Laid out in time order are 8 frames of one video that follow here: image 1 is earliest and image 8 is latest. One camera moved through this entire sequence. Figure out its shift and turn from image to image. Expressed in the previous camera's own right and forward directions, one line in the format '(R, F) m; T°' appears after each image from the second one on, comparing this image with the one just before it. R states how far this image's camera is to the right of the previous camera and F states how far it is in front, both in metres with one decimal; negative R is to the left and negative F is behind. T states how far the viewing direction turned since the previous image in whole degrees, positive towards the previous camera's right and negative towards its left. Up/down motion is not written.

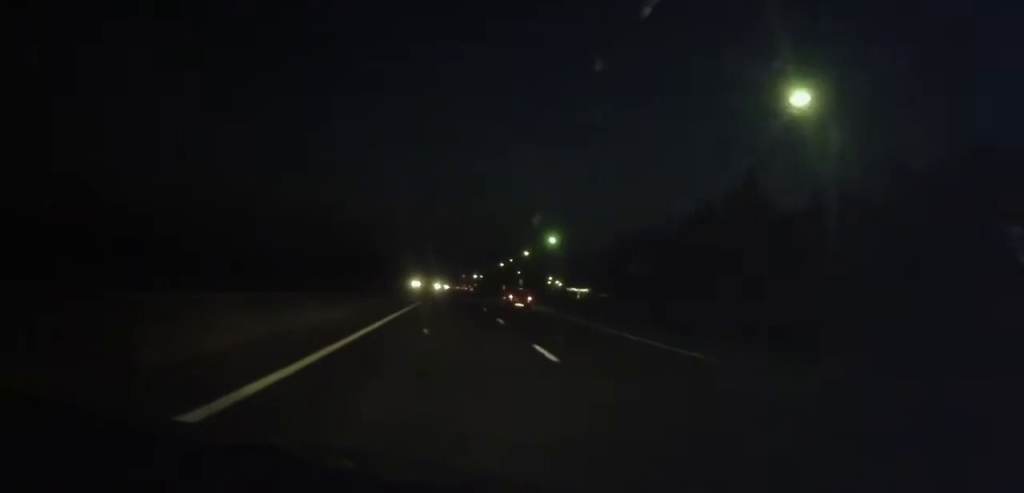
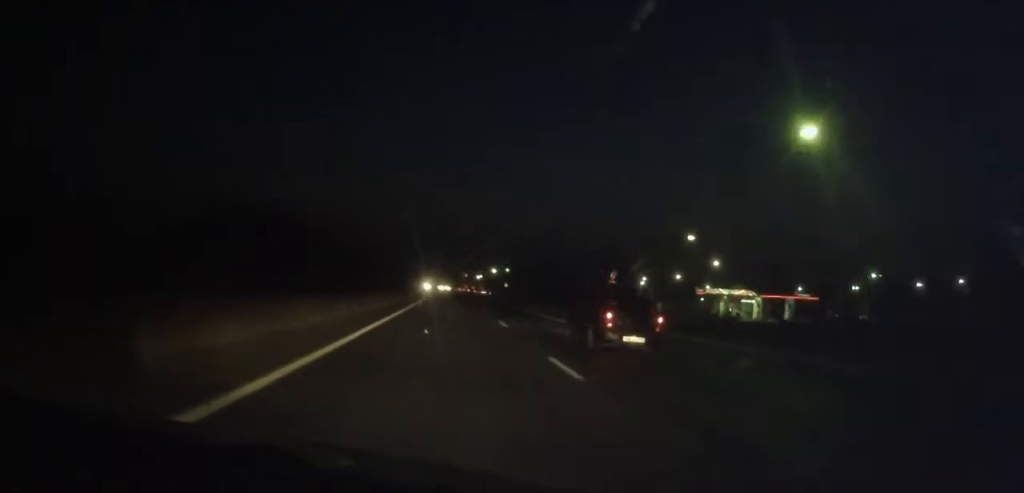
(+0.1, +171.3) m; 0°
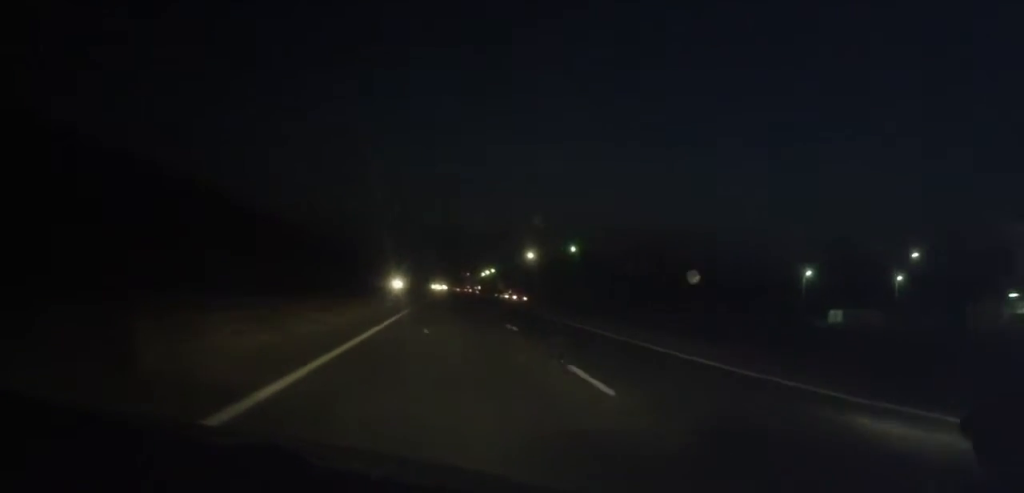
(-0.1, +96.9) m; 0°
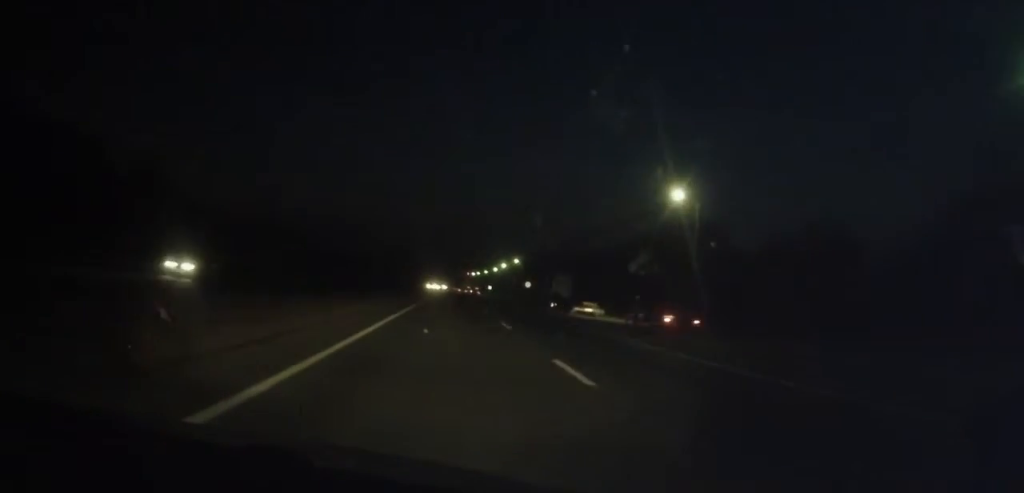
(0.0, +70.7) m; 0°
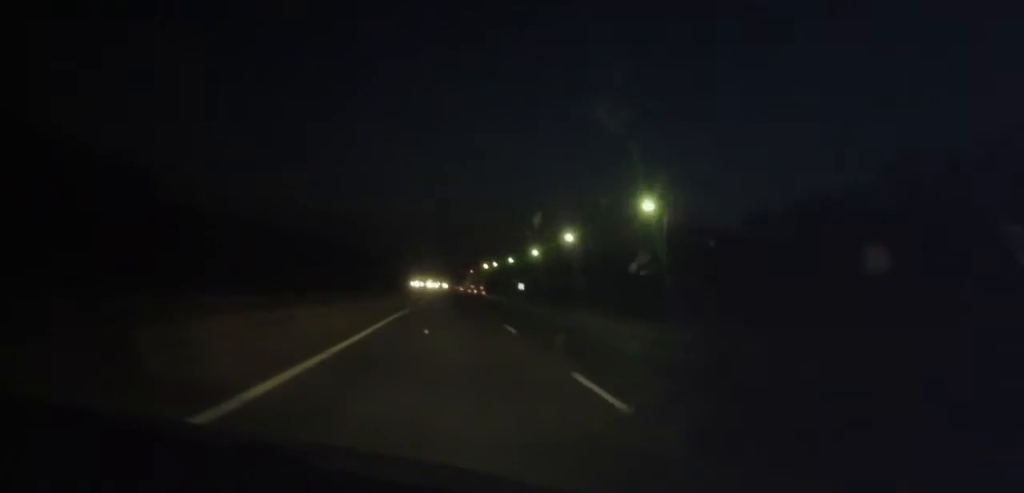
(0.0, +85.7) m; 0°
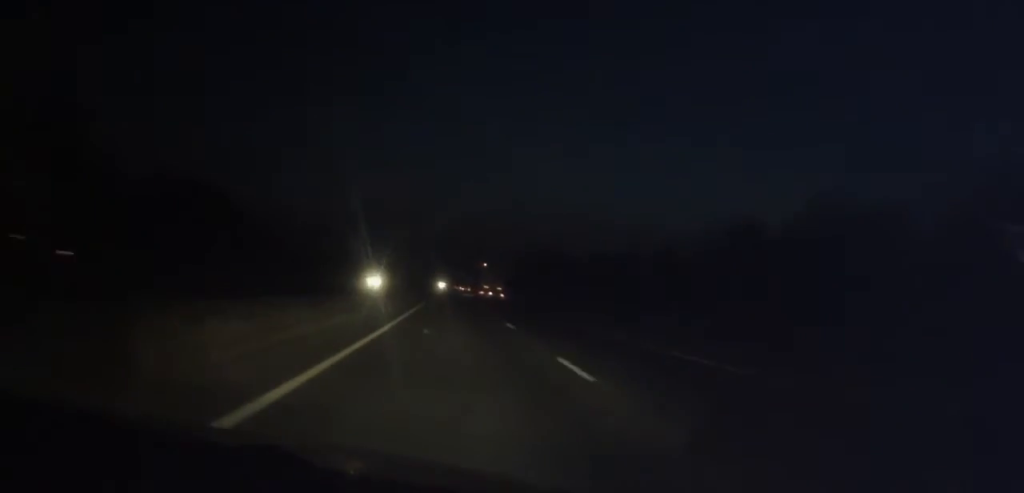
(+0.2, +190.1) m; 0°
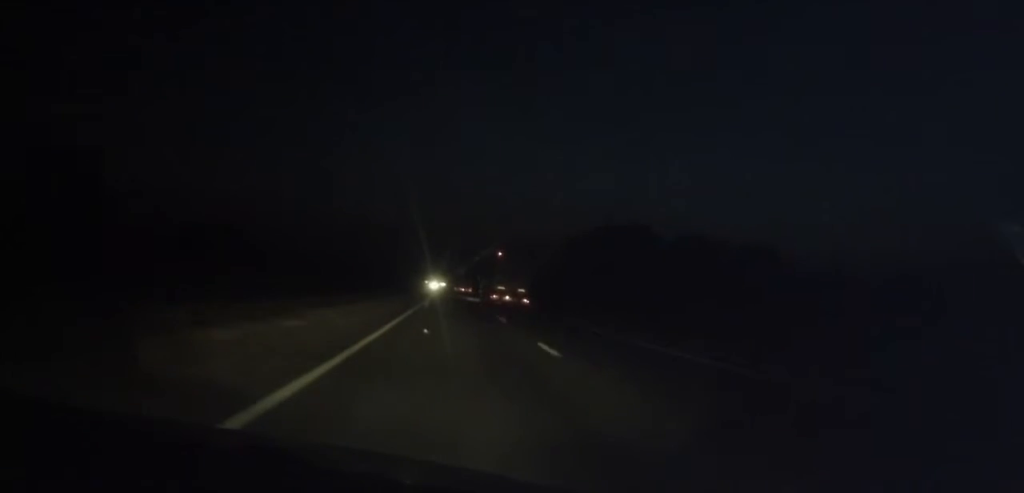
(-0.4, +124.5) m; 0°
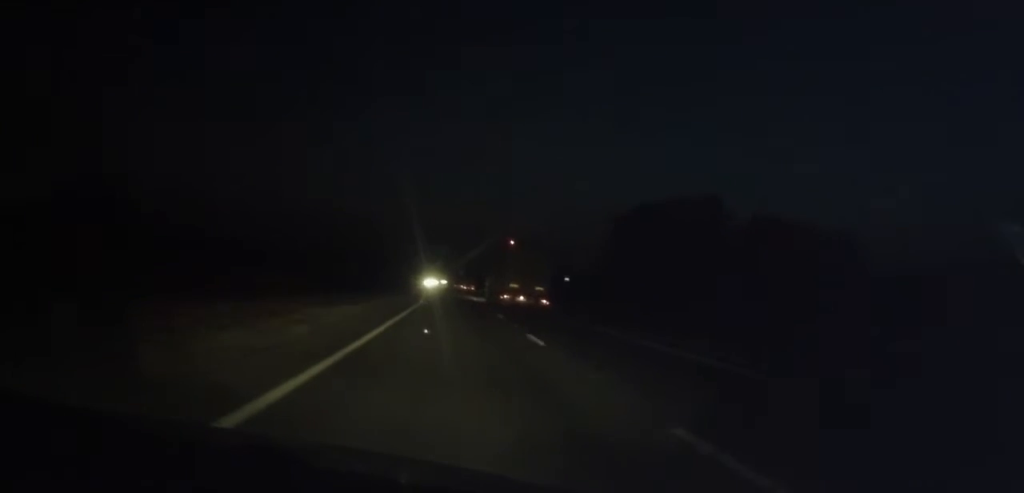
(0.0, +30.2) m; 0°
